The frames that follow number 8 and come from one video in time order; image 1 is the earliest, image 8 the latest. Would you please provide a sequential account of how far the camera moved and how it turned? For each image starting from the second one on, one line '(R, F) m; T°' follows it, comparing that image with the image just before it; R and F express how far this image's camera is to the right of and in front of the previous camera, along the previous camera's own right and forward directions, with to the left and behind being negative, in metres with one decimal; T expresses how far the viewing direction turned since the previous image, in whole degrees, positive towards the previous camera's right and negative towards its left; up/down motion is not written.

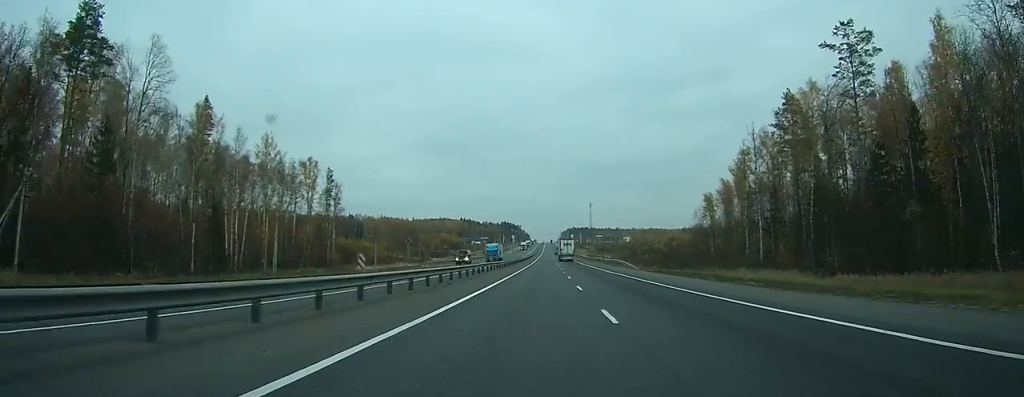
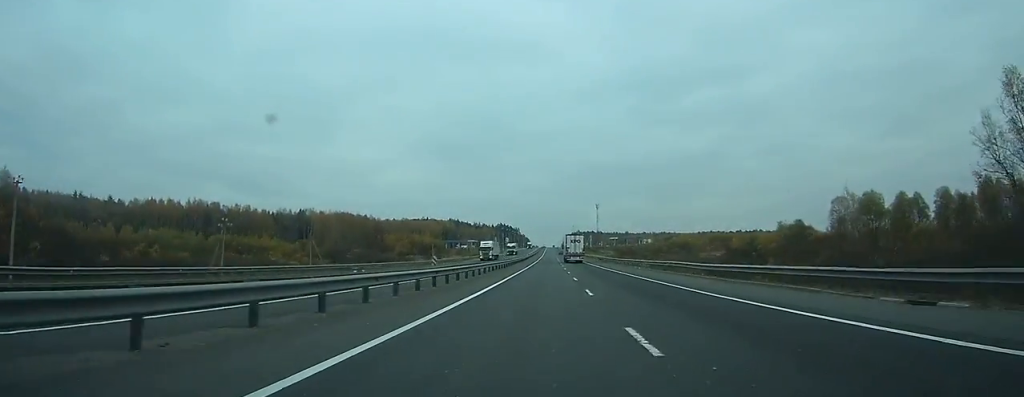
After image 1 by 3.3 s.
(-0.4, +106.9) m; -1°
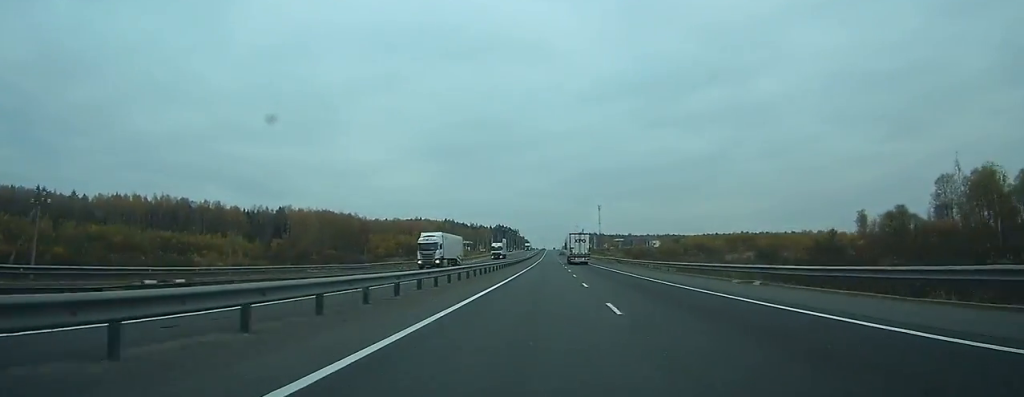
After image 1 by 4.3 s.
(-0.1, +30.4) m; 0°
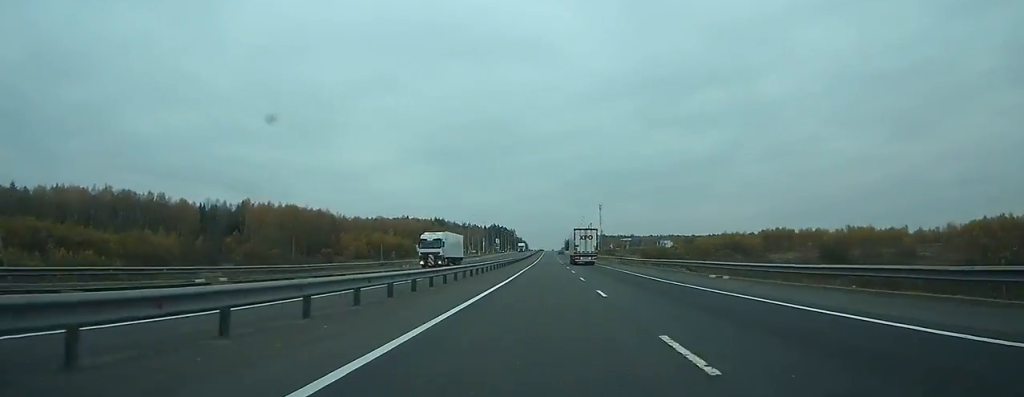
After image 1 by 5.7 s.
(-0.1, +41.5) m; 0°
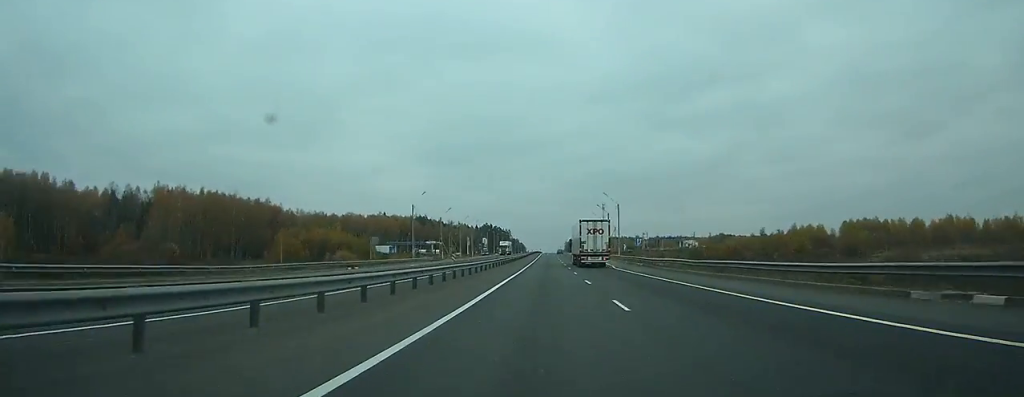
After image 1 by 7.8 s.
(+0.2, +57.6) m; 0°
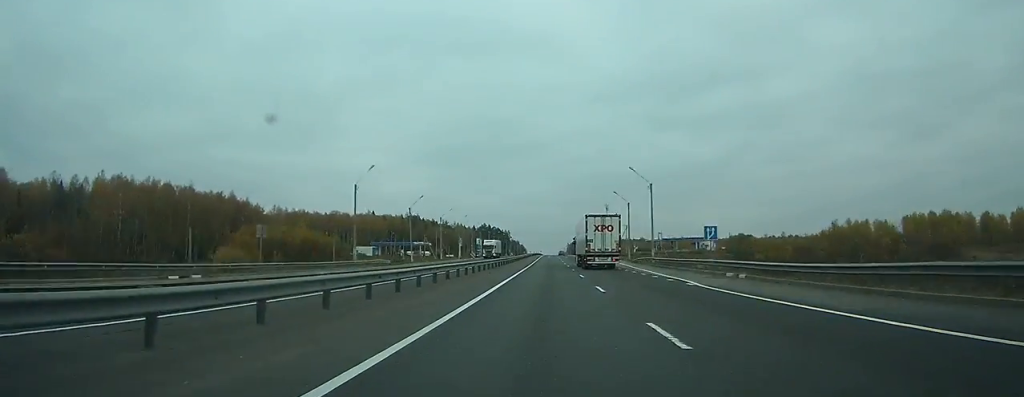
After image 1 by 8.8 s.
(+0.1, +25.1) m; 0°
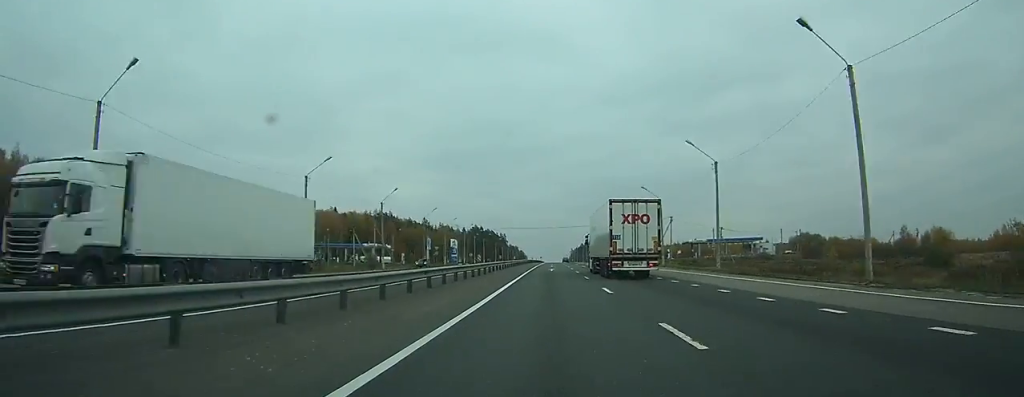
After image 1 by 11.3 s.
(0.0, +65.3) m; 0°
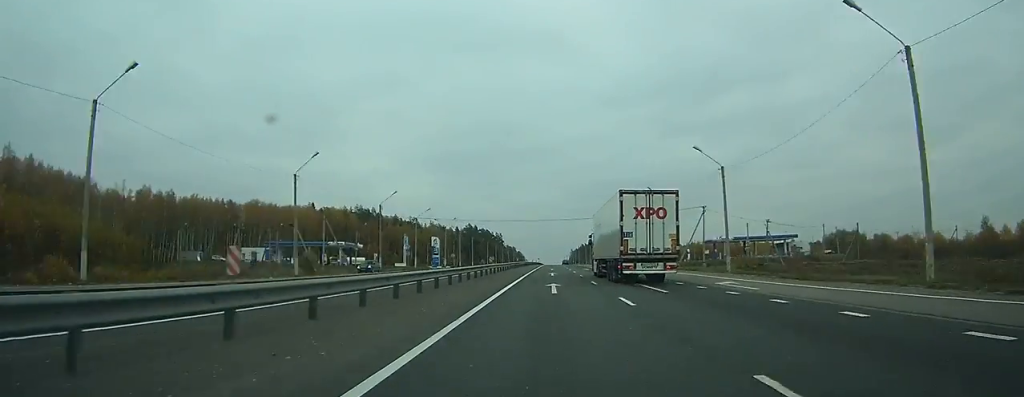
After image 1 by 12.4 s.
(-0.1, +29.0) m; 0°
